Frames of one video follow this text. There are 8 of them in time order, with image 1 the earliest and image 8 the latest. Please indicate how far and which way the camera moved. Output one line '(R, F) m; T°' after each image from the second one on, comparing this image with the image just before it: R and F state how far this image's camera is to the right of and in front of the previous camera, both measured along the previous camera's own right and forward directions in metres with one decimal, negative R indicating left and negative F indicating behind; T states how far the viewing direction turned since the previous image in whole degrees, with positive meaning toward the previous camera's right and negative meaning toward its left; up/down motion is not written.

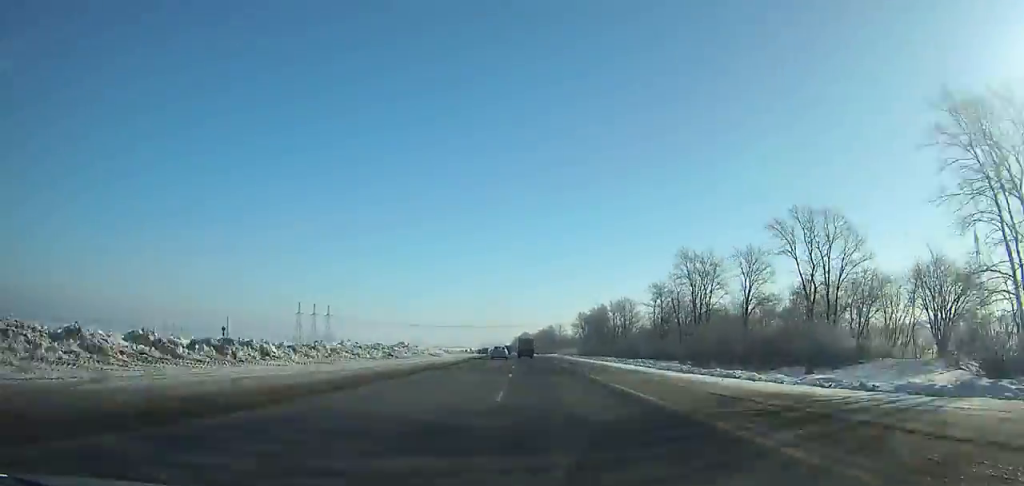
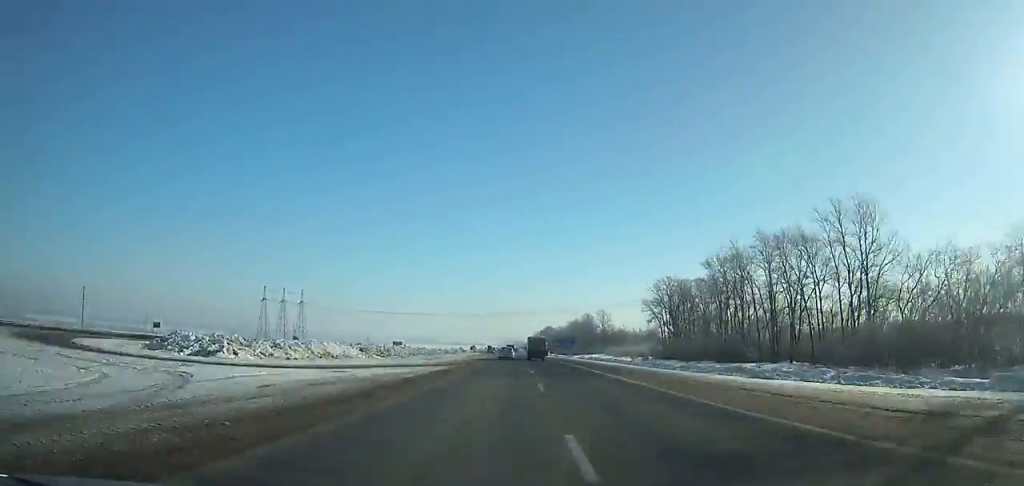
(-1.5, +90.9) m; -2°
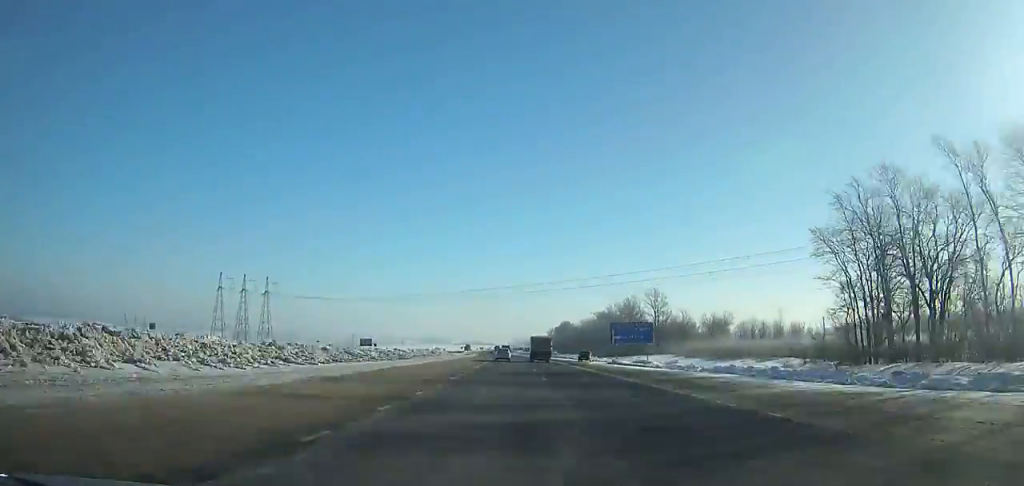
(-0.8, +65.5) m; -1°
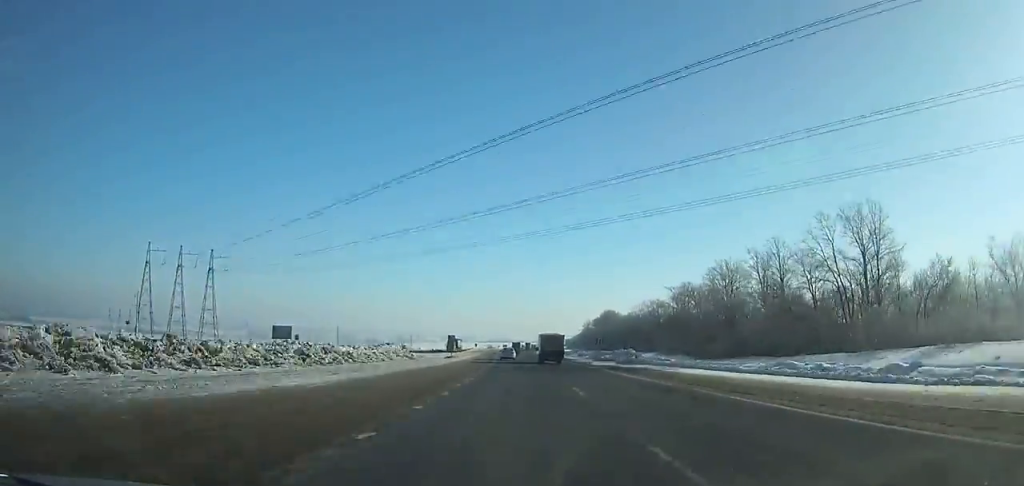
(-1.3, +78.7) m; -2°
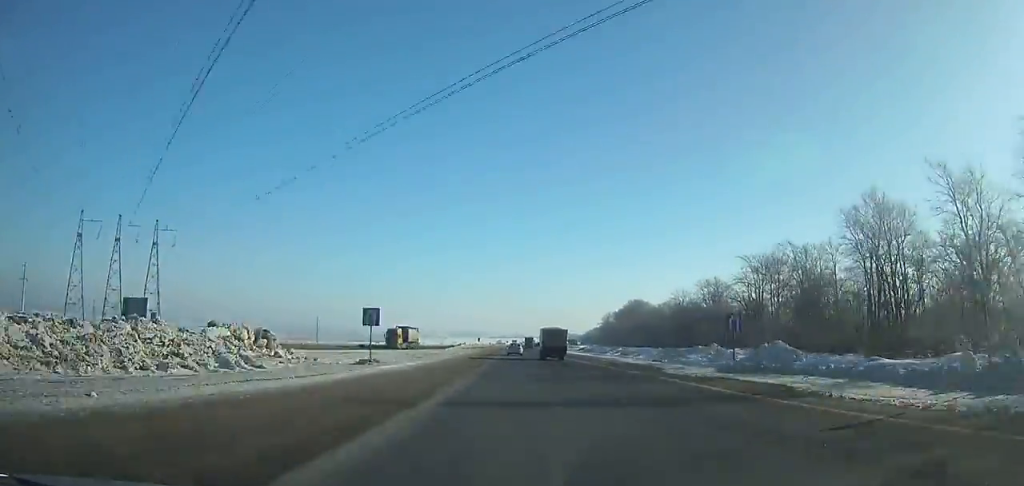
(-0.3, +43.4) m; -1°
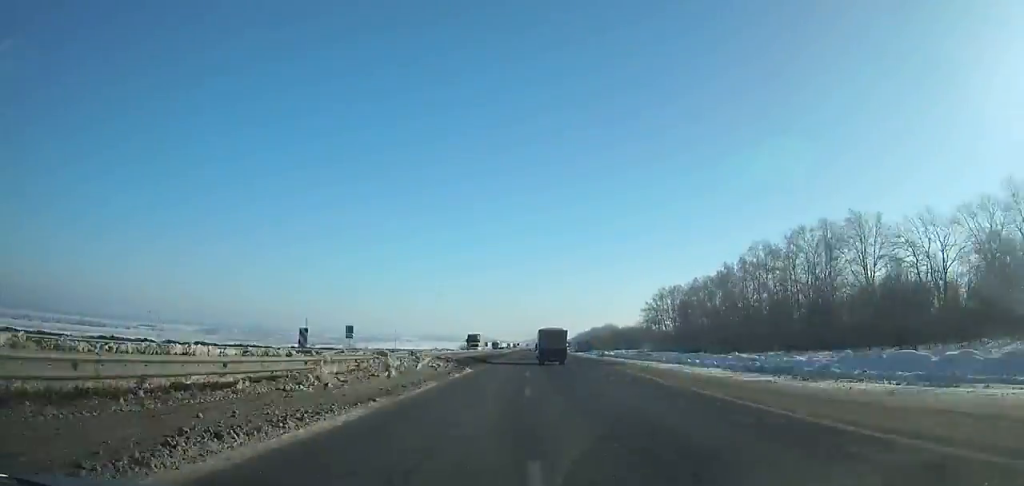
(+1.9, +164.3) m; +3°
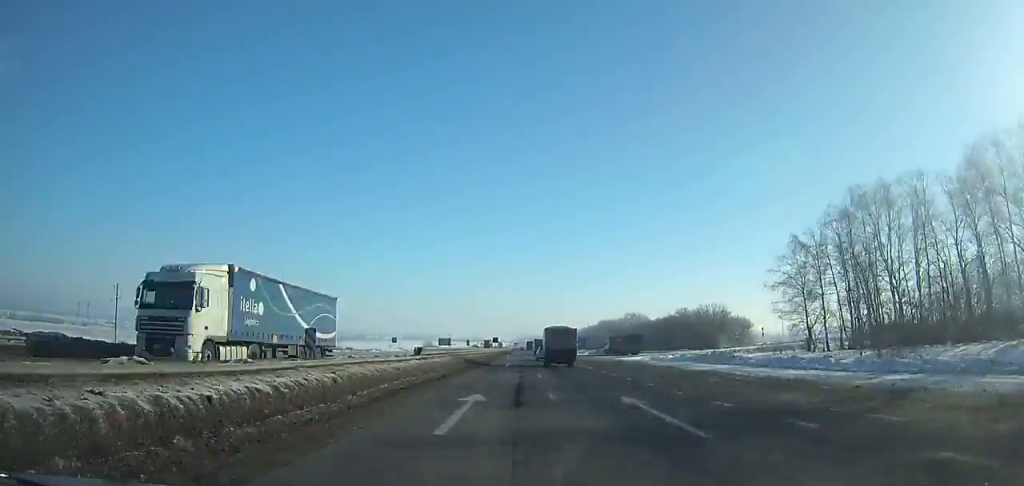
(+1.6, +109.6) m; +1°
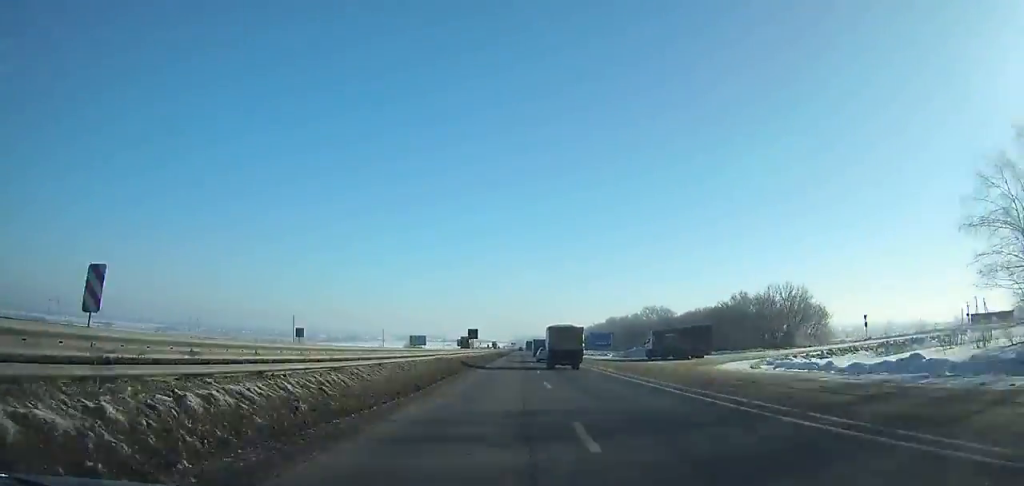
(+0.1, +42.6) m; 0°
